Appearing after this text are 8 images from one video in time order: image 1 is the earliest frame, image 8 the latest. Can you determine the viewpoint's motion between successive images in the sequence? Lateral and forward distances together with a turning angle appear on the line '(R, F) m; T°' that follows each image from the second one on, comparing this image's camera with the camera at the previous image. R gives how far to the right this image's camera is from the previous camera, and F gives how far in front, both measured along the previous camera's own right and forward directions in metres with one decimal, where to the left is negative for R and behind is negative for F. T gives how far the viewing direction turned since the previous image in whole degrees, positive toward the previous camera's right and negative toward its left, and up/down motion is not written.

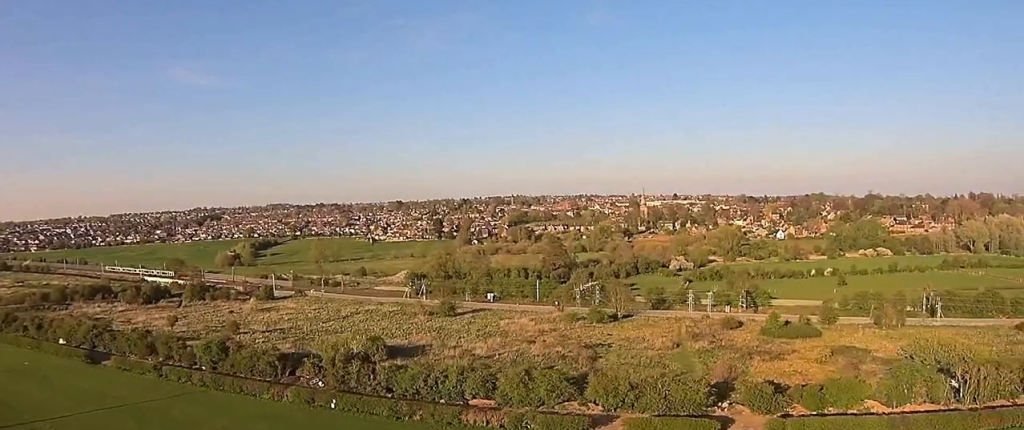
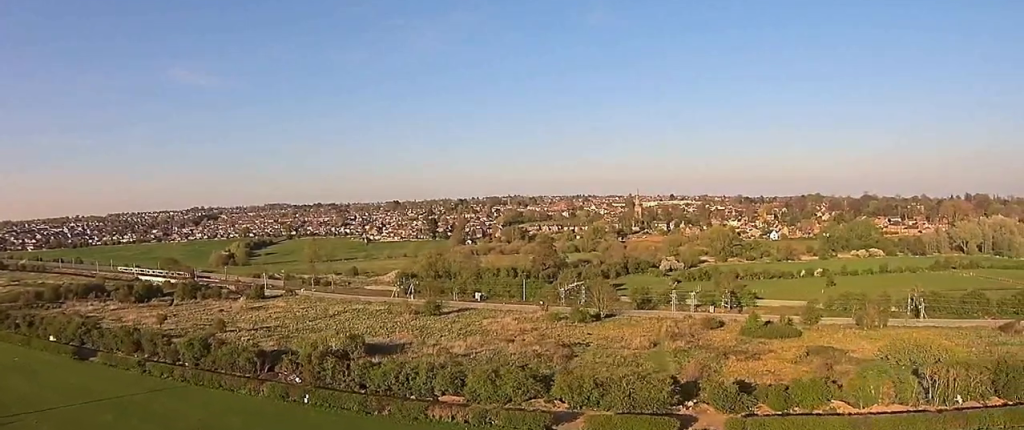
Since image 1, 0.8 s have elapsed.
(0.0, +3.9) m; +1°
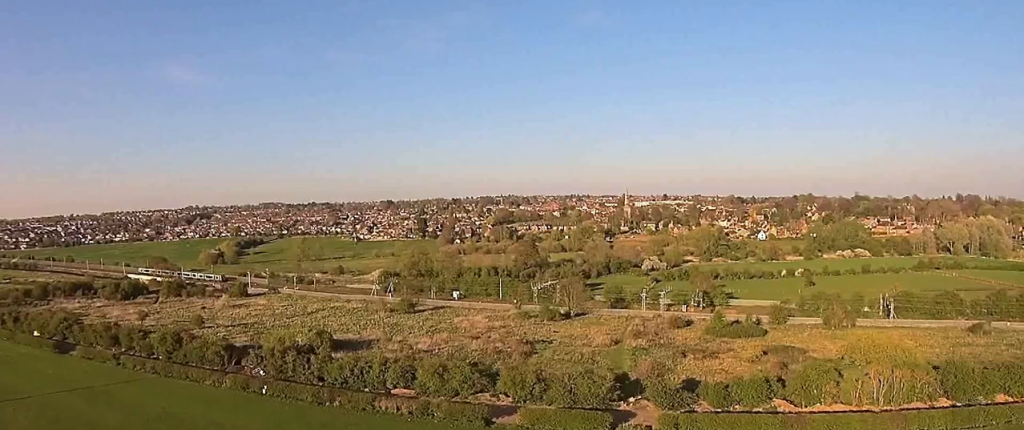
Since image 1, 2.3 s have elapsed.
(0.0, +6.6) m; 0°
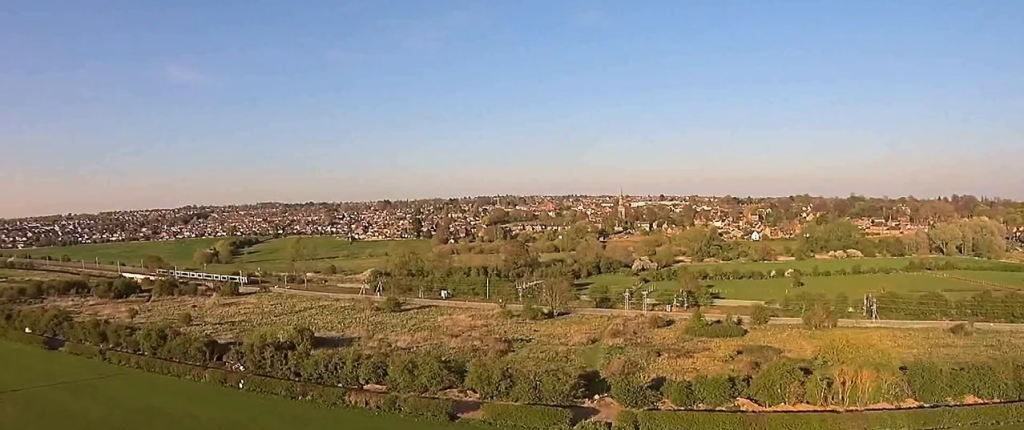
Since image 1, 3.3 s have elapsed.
(0.0, +4.2) m; +1°
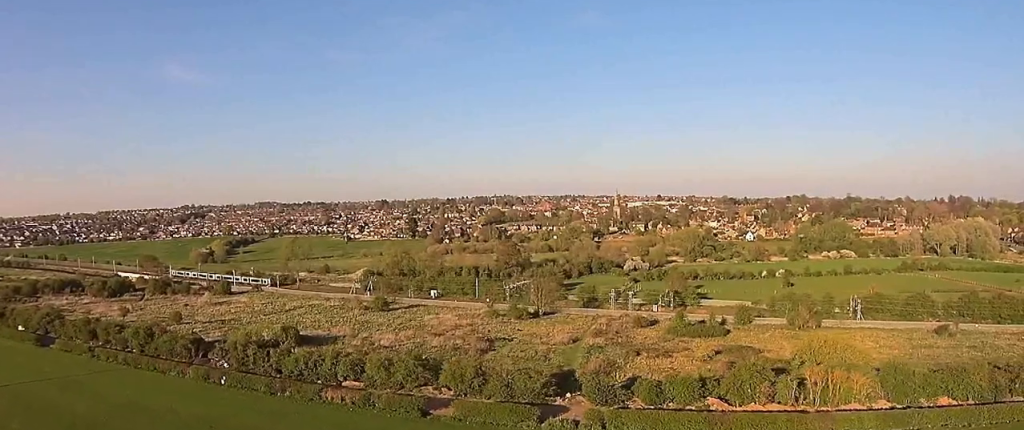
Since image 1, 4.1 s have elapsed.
(0.0, +3.5) m; +1°
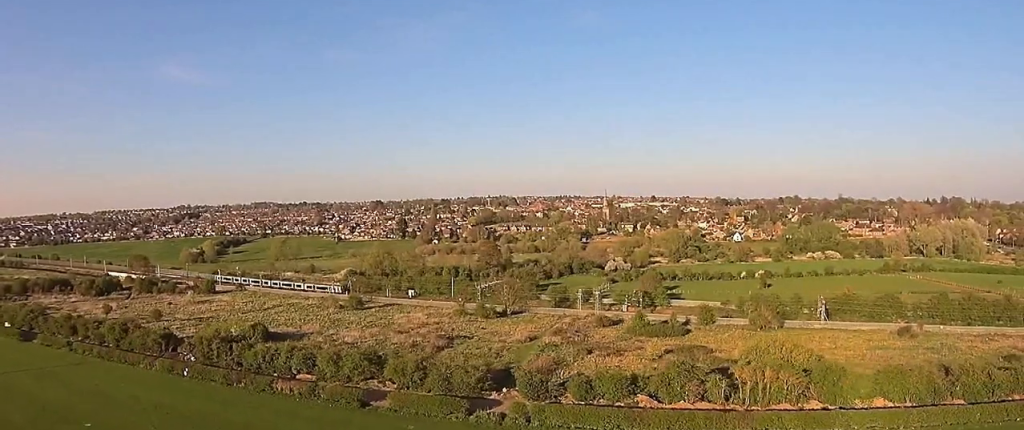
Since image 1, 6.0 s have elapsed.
(+0.1, +8.8) m; +1°
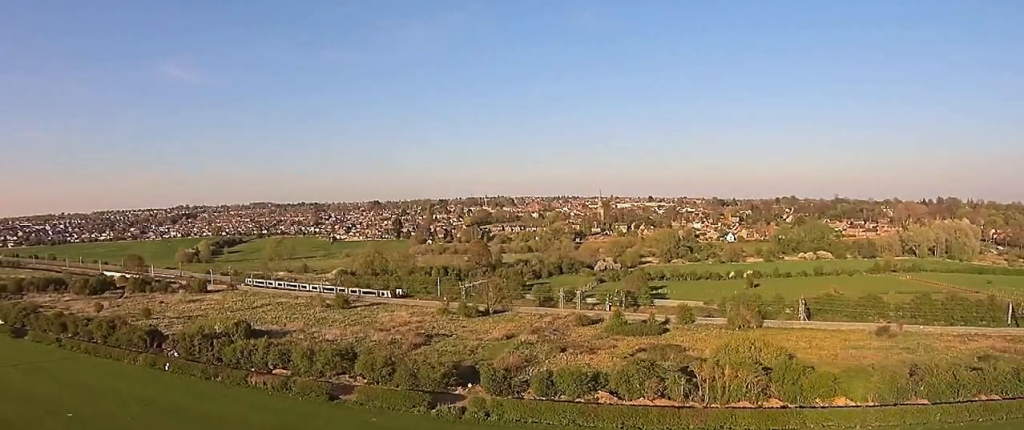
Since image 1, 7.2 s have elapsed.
(0.0, +5.0) m; +1°
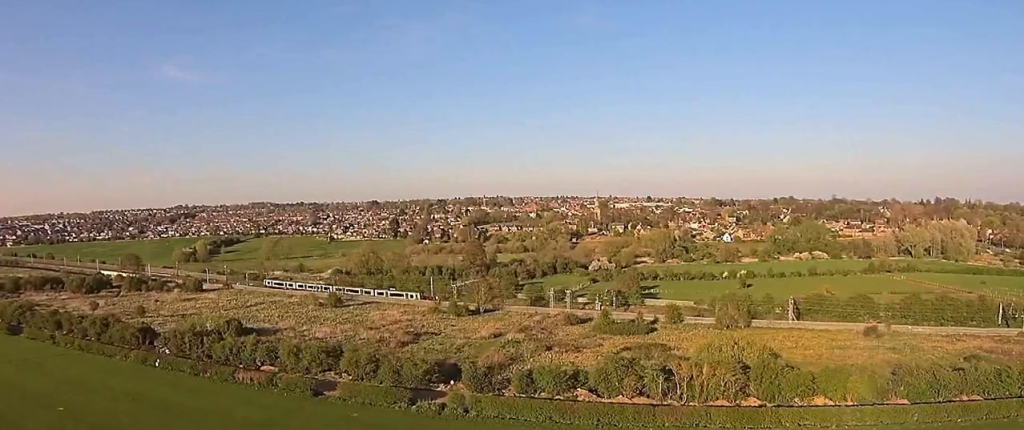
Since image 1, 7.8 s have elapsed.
(0.0, +2.7) m; +1°
